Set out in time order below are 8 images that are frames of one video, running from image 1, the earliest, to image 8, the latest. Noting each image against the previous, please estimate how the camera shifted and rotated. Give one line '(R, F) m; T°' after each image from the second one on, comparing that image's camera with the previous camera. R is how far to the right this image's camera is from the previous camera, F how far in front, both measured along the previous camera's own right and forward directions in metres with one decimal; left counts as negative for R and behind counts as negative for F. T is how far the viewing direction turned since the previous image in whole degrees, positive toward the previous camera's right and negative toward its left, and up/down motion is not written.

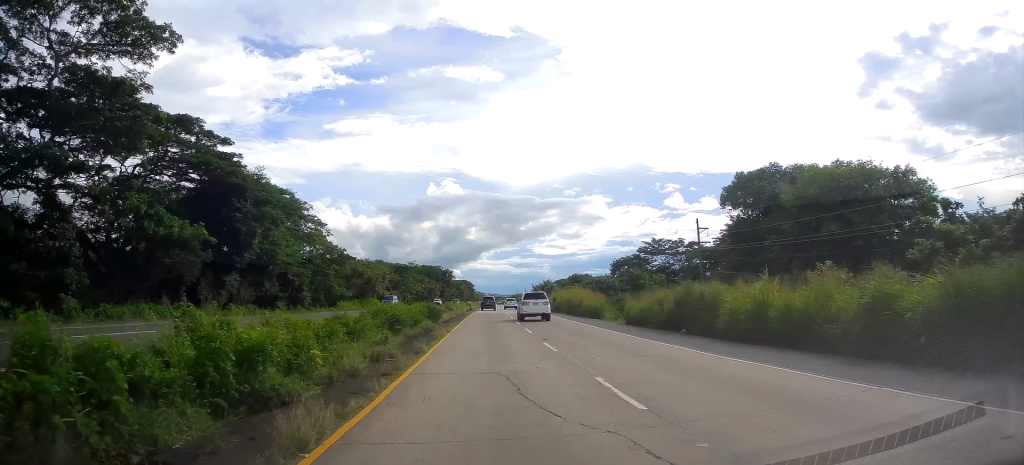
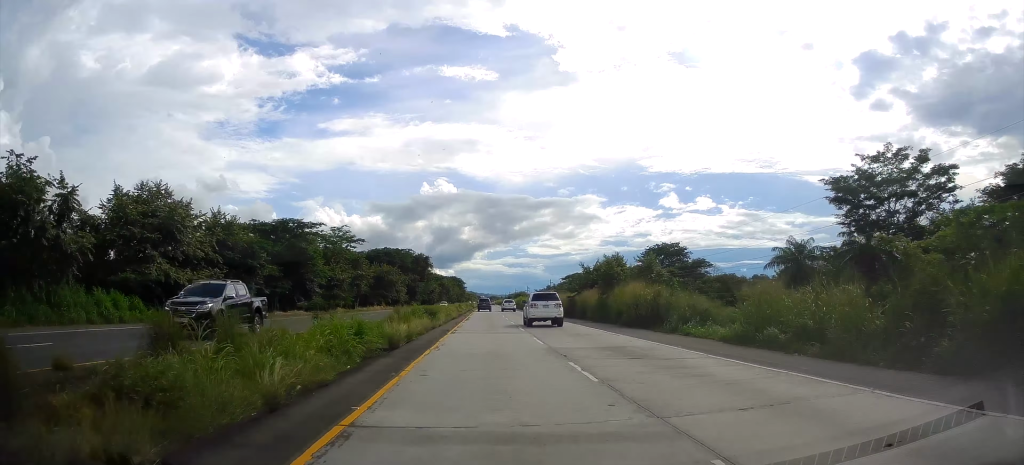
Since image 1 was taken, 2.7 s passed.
(-0.5, +66.0) m; 0°
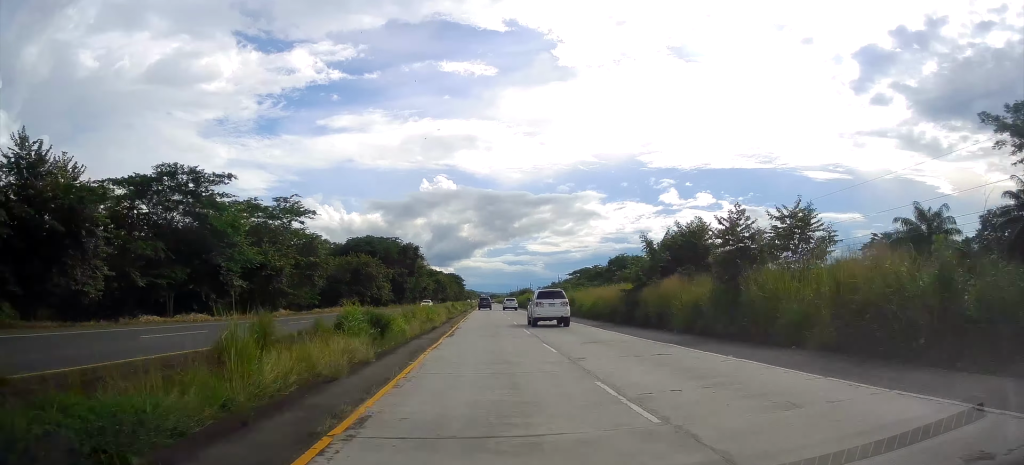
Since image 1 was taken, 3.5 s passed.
(+0.3, +20.5) m; 0°
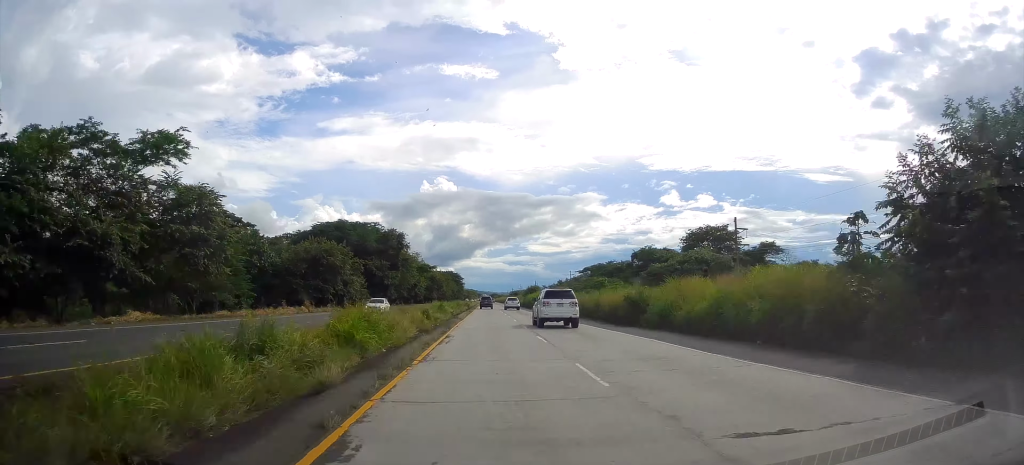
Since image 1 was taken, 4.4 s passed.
(+0.3, +22.5) m; 0°
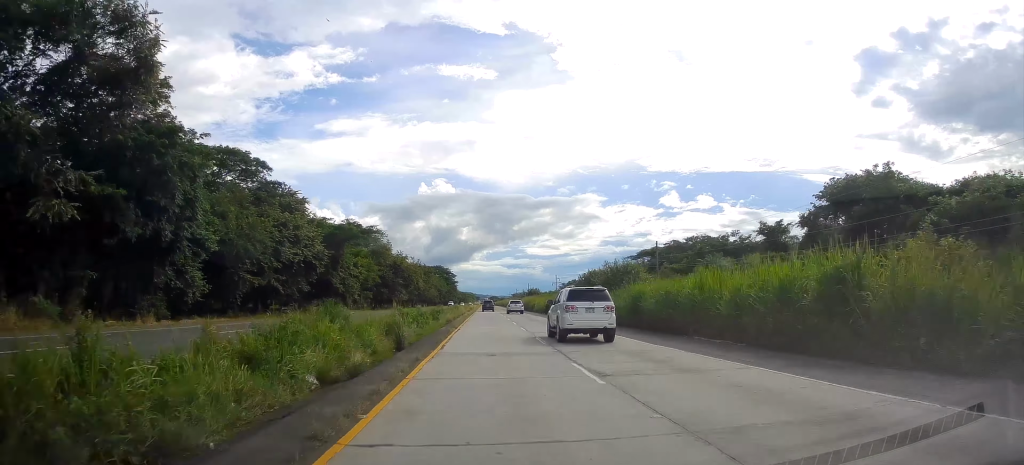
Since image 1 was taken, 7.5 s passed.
(-0.3, +75.5) m; 0°
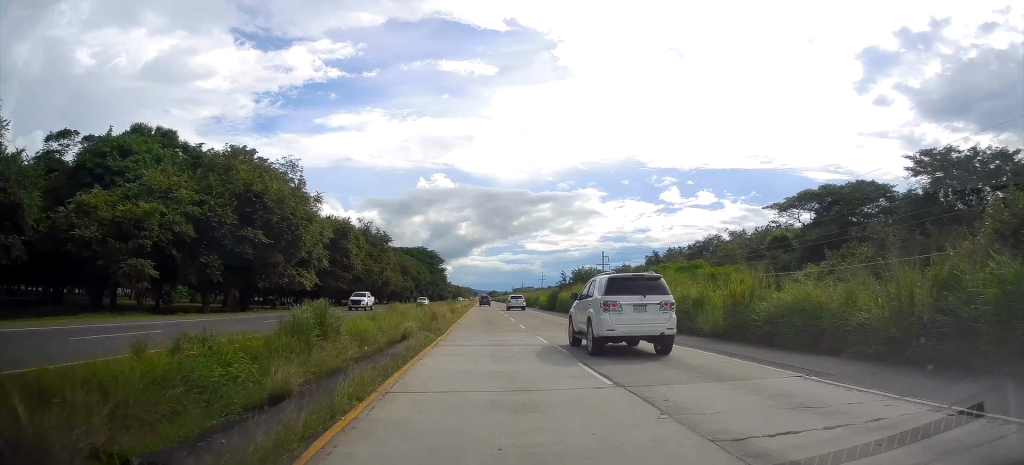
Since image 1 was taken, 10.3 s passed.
(+0.7, +69.5) m; 0°
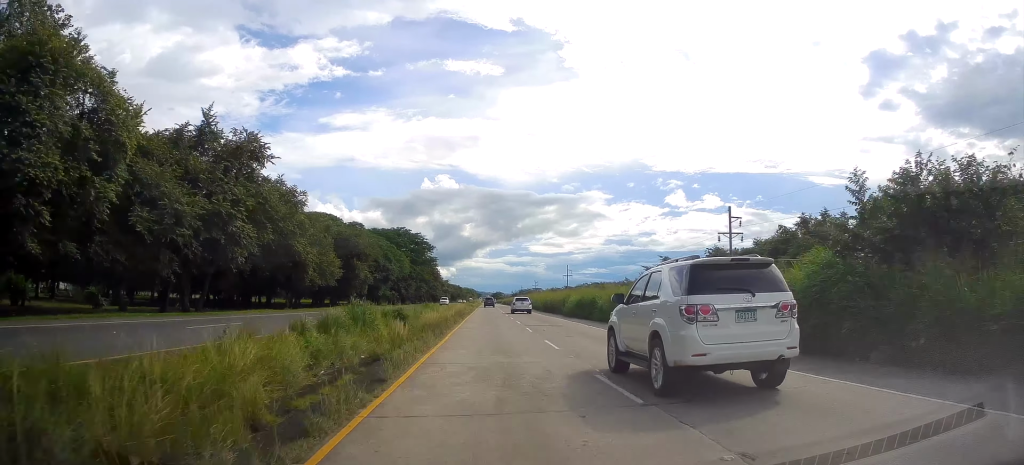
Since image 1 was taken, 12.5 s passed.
(-0.5, +53.3) m; 0°
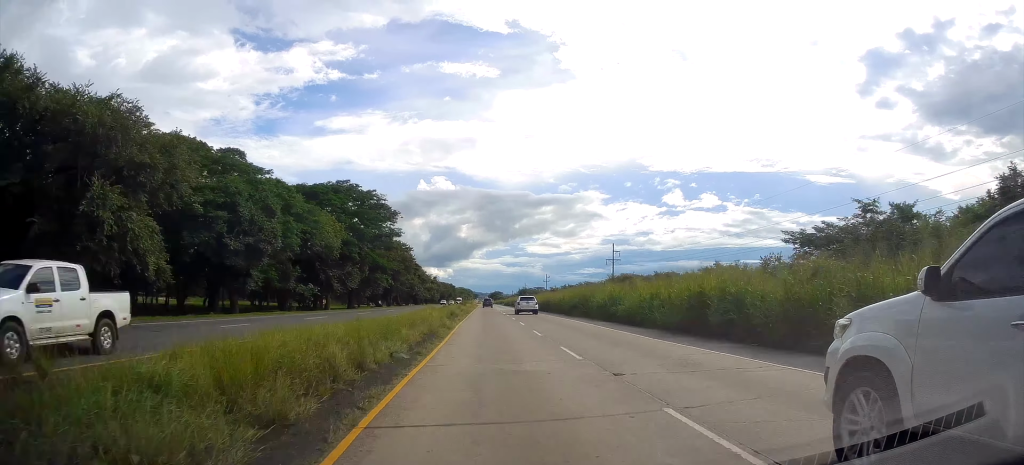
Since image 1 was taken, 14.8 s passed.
(+0.5, +55.4) m; 0°
